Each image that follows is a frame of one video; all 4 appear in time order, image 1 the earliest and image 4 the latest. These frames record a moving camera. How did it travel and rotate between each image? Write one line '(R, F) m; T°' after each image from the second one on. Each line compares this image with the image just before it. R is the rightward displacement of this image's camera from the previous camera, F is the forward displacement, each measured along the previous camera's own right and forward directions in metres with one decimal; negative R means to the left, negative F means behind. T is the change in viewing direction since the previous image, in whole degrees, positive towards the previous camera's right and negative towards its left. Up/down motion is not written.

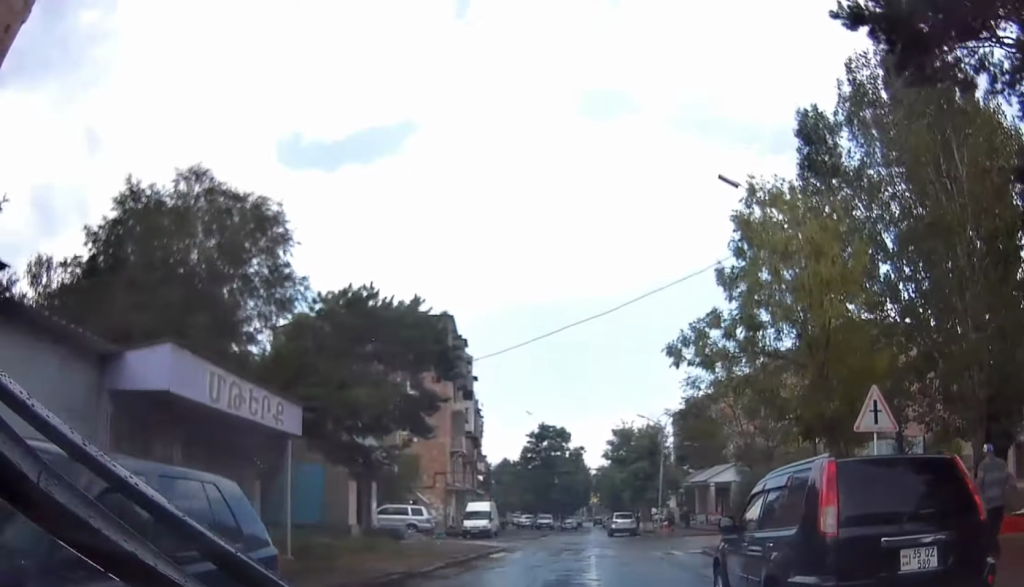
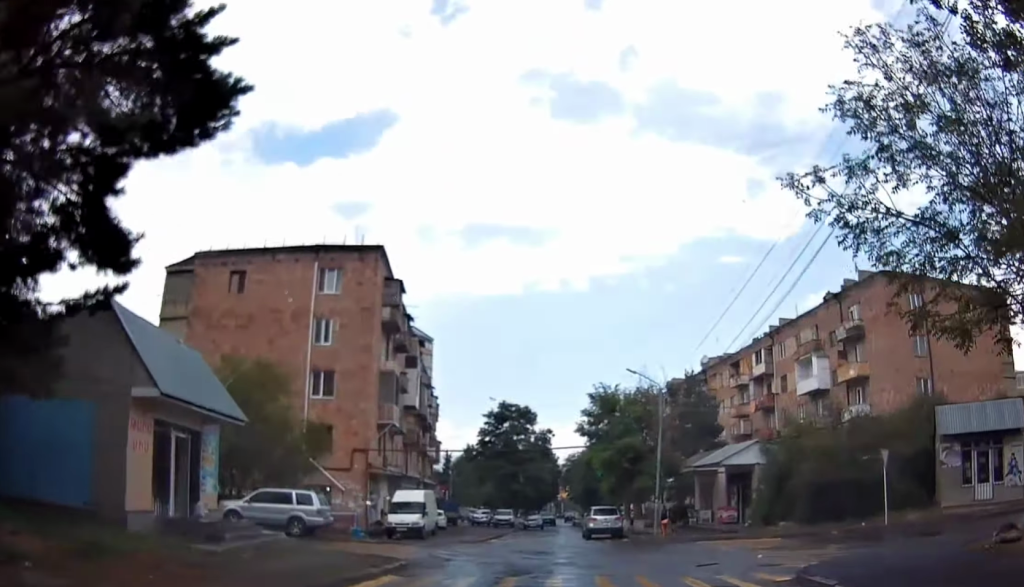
(-0.3, +12.6) m; +1°
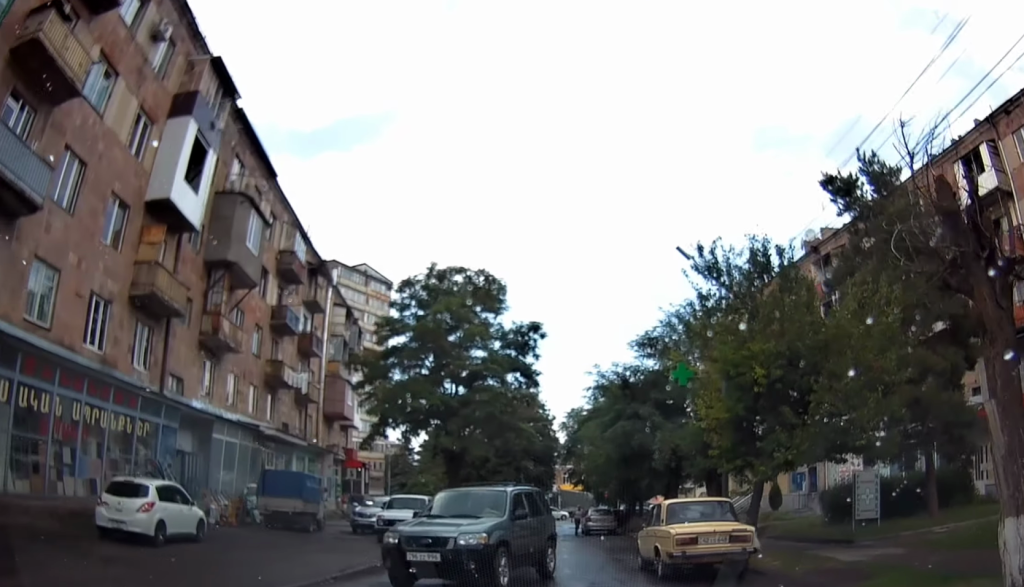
(+0.8, +45.8) m; +2°
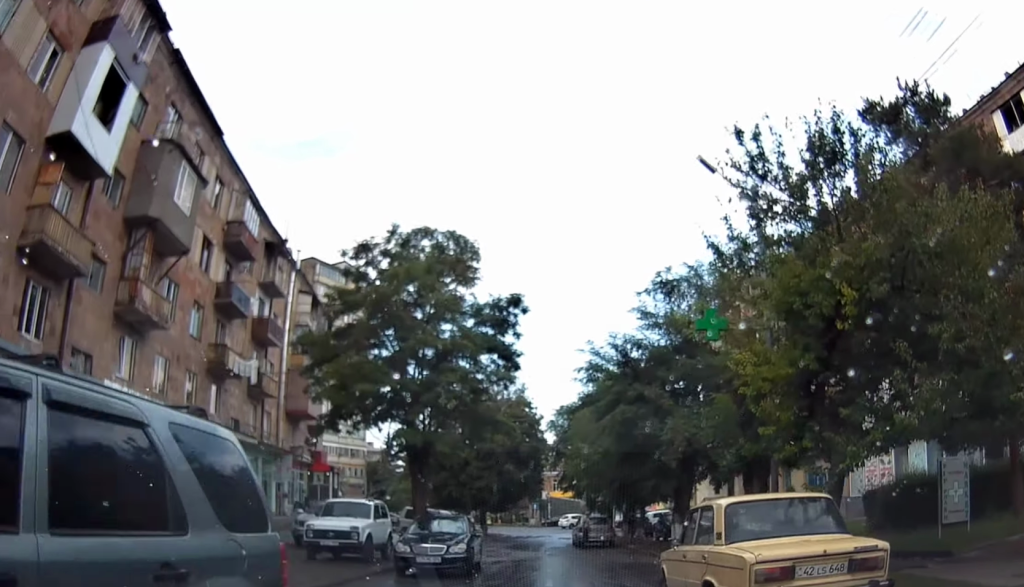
(+0.1, +5.6) m; +1°
